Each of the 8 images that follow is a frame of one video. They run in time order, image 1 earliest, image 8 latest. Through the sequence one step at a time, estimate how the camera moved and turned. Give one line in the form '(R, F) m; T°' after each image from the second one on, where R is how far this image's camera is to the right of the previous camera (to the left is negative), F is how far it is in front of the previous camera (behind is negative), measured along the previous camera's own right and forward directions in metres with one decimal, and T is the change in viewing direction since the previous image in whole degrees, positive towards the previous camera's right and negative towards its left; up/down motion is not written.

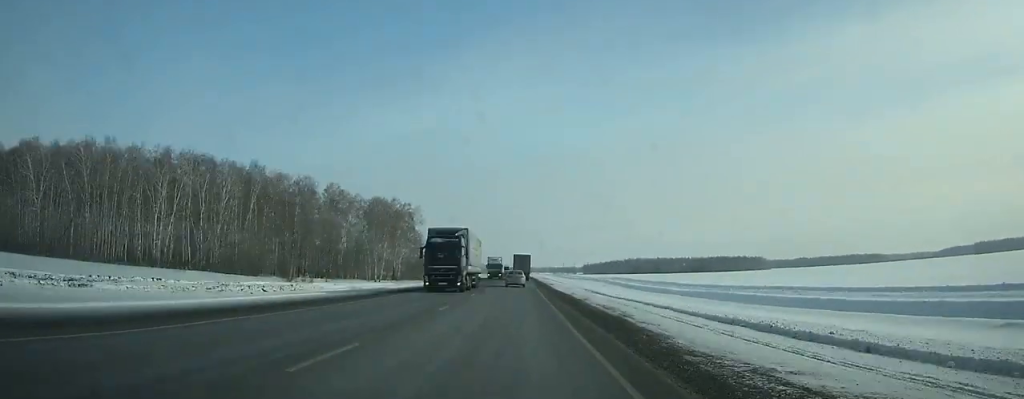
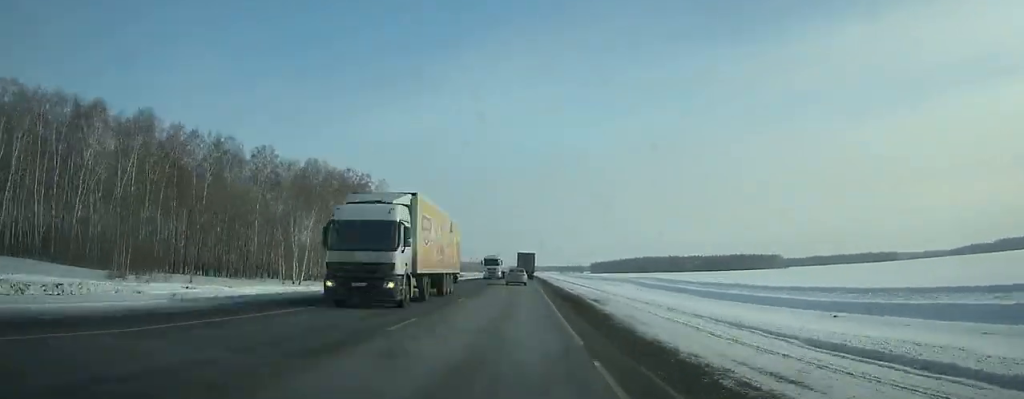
(0.0, +40.6) m; 0°
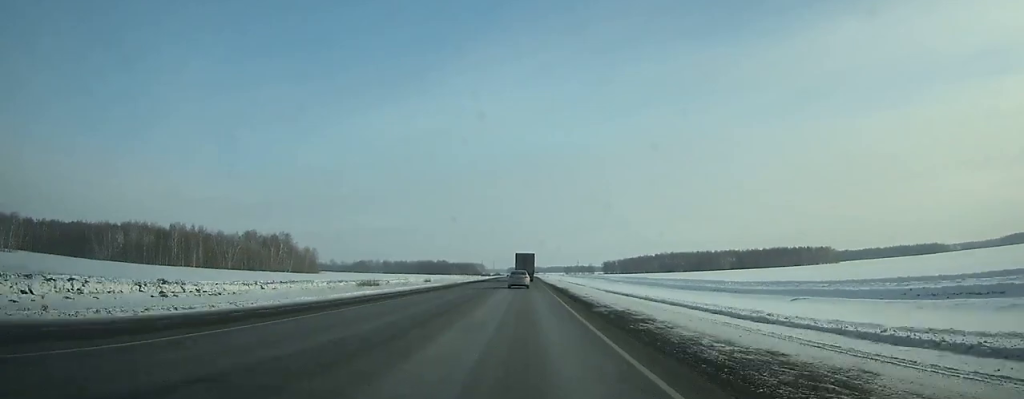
(+0.4, +146.7) m; 0°
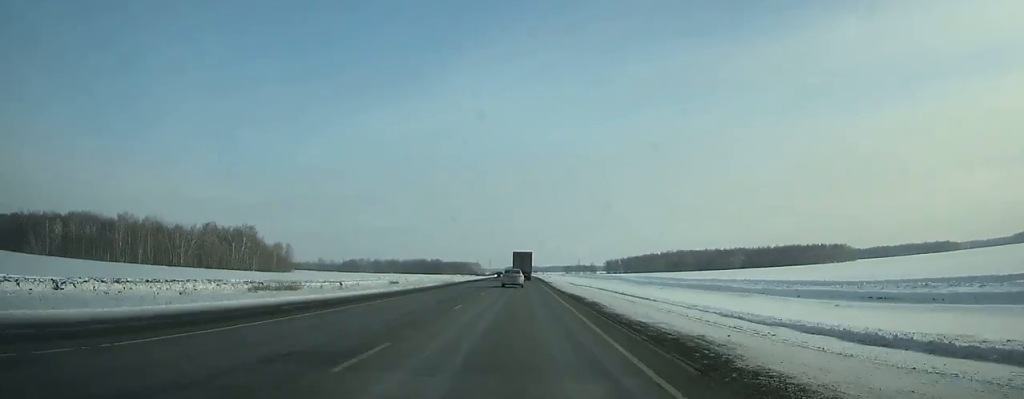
(0.0, +40.7) m; 0°
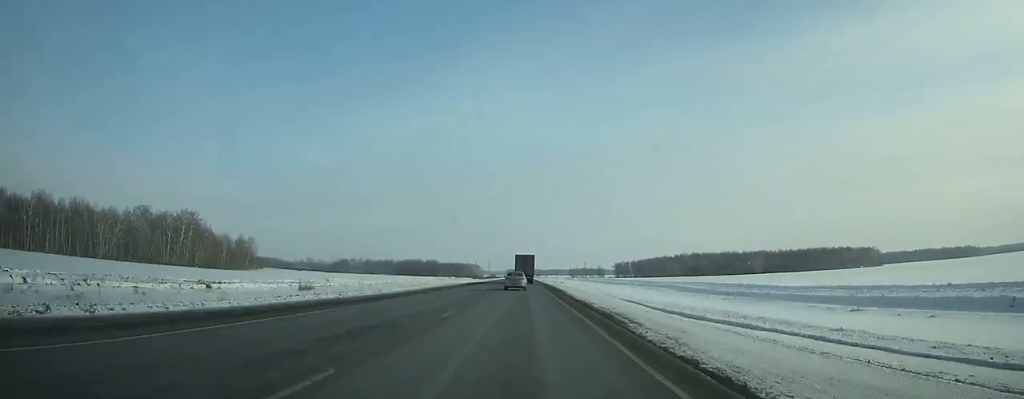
(-0.1, +55.2) m; 0°
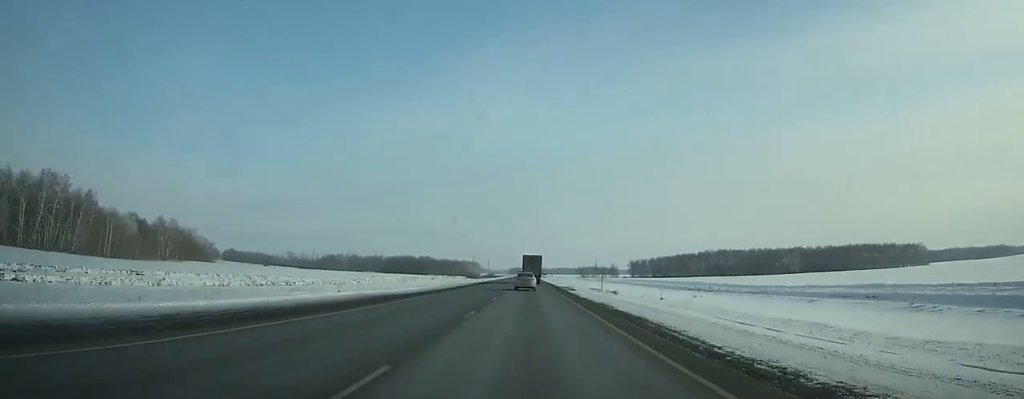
(0.0, +77.9) m; 0°
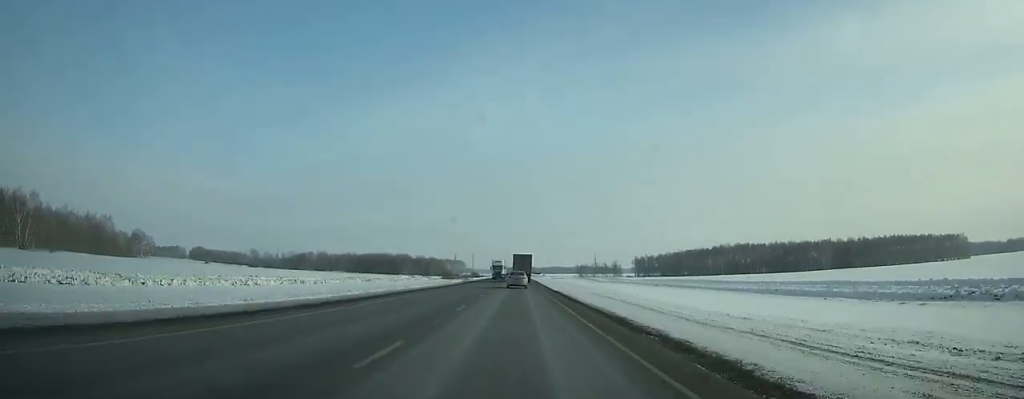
(+0.2, +71.8) m; 0°
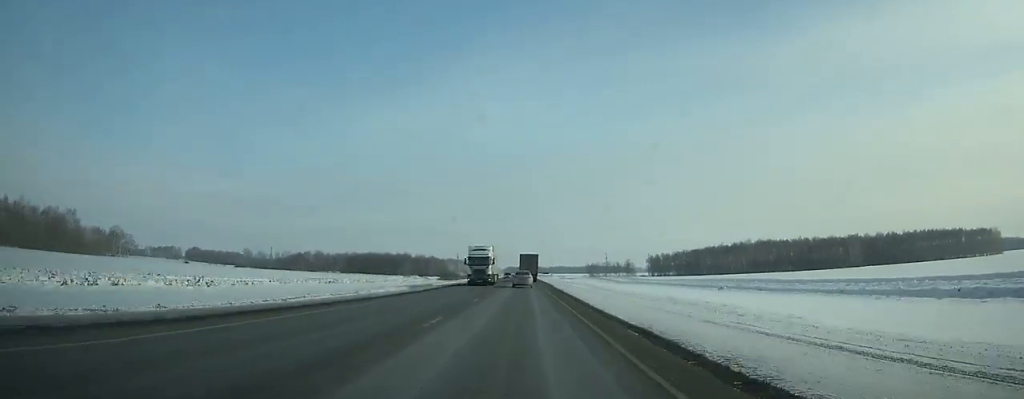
(+0.1, +30.7) m; 0°
